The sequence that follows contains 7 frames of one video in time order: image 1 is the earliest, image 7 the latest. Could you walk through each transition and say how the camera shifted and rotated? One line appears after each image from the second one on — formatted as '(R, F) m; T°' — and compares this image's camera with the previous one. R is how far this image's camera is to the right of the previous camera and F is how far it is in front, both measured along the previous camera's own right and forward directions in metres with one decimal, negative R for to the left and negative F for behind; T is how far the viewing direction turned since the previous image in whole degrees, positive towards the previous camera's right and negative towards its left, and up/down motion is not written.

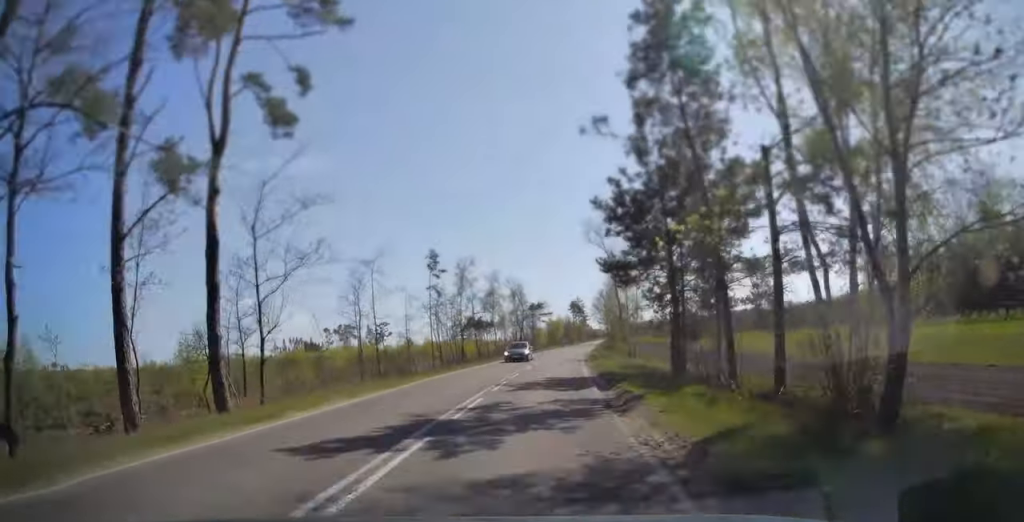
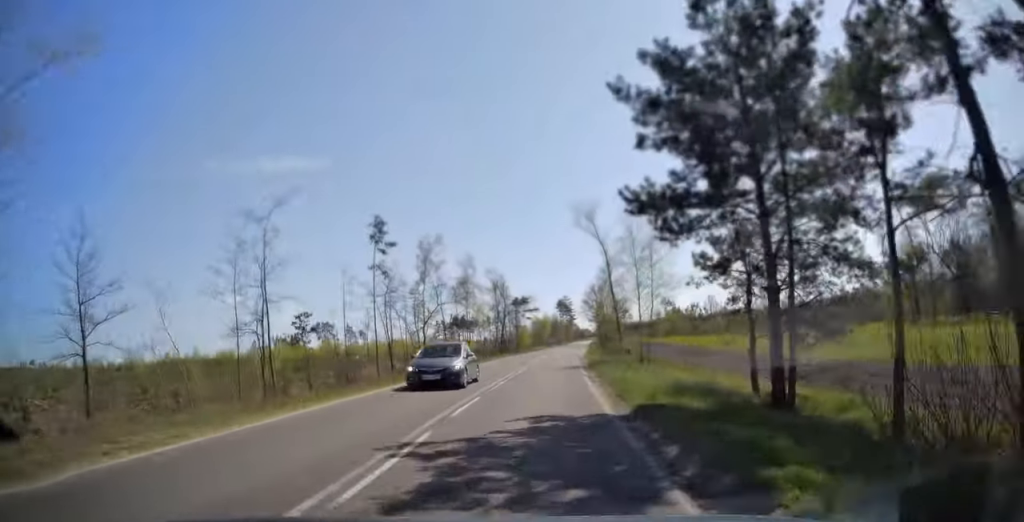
(+0.1, +12.0) m; +1°
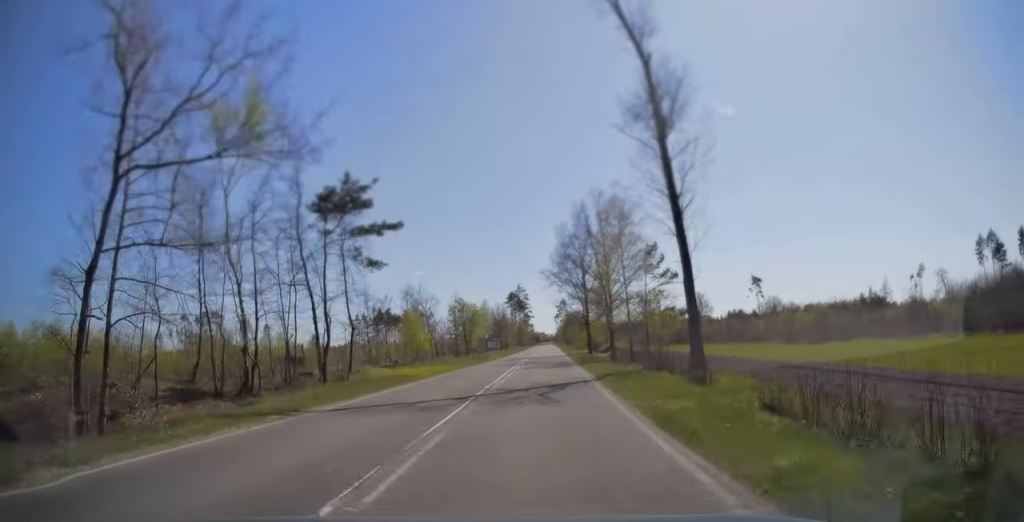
(+2.3, +67.3) m; +3°
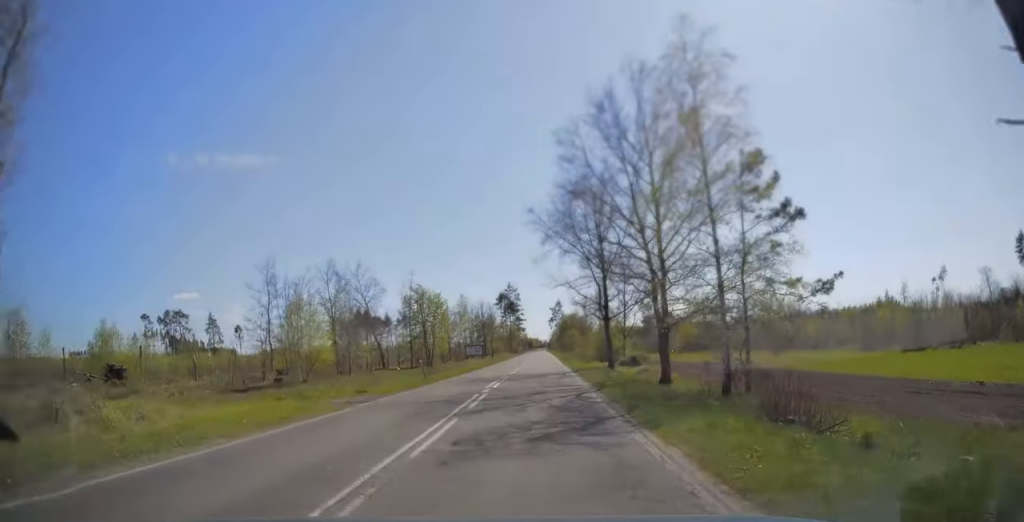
(+0.1, +21.2) m; 0°
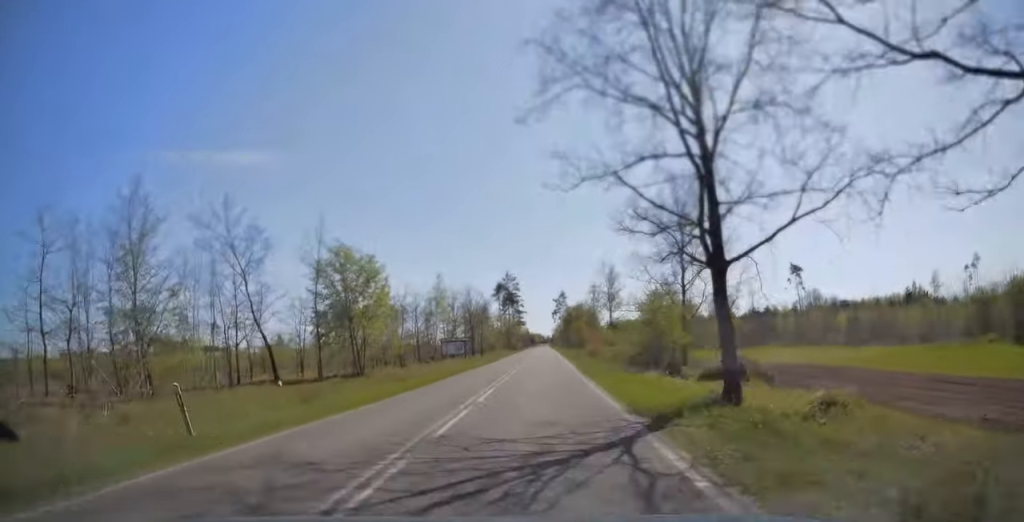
(0.0, +21.3) m; 0°
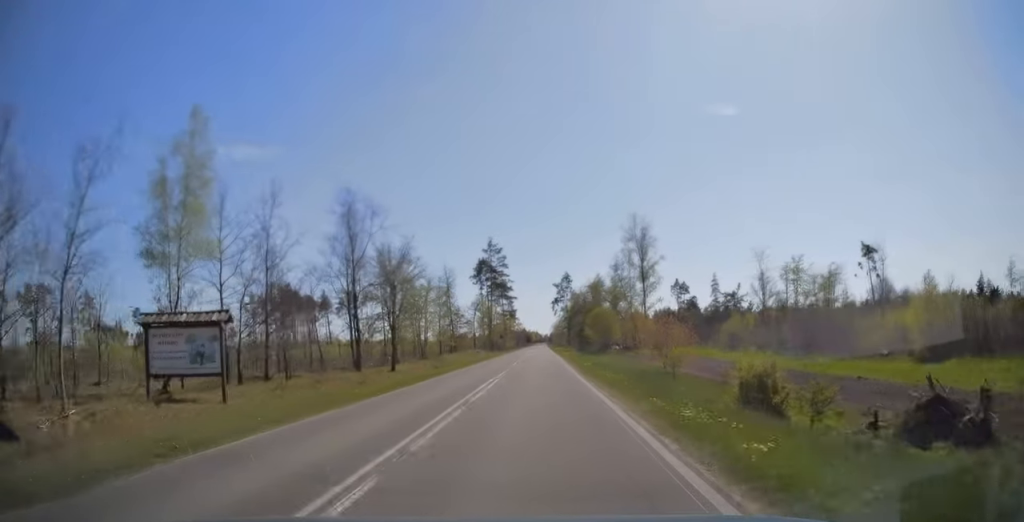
(0.0, +48.3) m; 0°
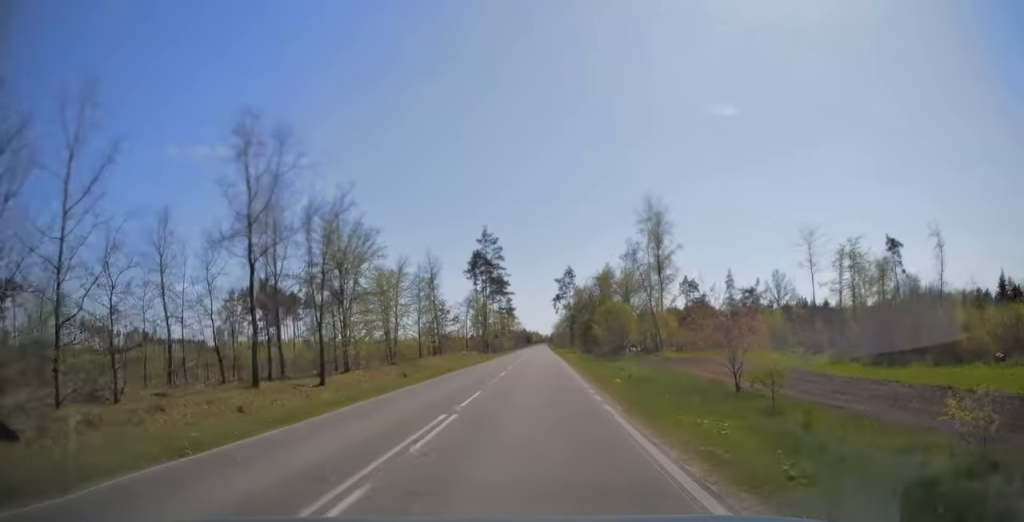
(+0.1, +11.9) m; 0°
